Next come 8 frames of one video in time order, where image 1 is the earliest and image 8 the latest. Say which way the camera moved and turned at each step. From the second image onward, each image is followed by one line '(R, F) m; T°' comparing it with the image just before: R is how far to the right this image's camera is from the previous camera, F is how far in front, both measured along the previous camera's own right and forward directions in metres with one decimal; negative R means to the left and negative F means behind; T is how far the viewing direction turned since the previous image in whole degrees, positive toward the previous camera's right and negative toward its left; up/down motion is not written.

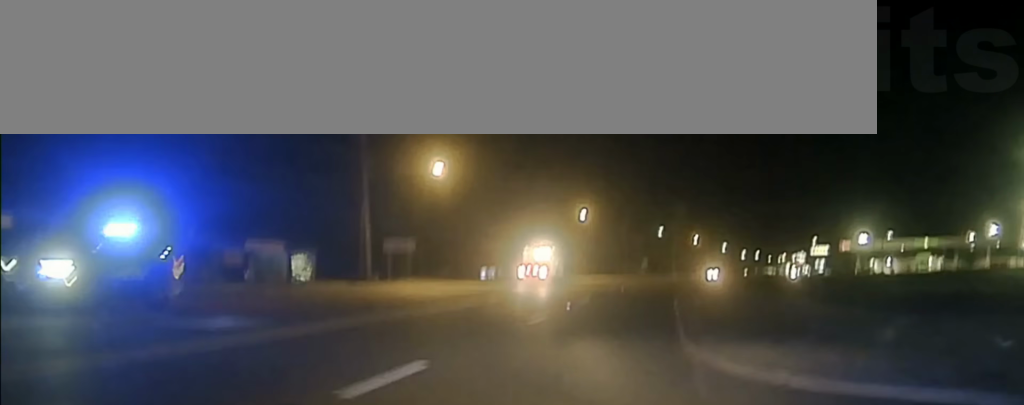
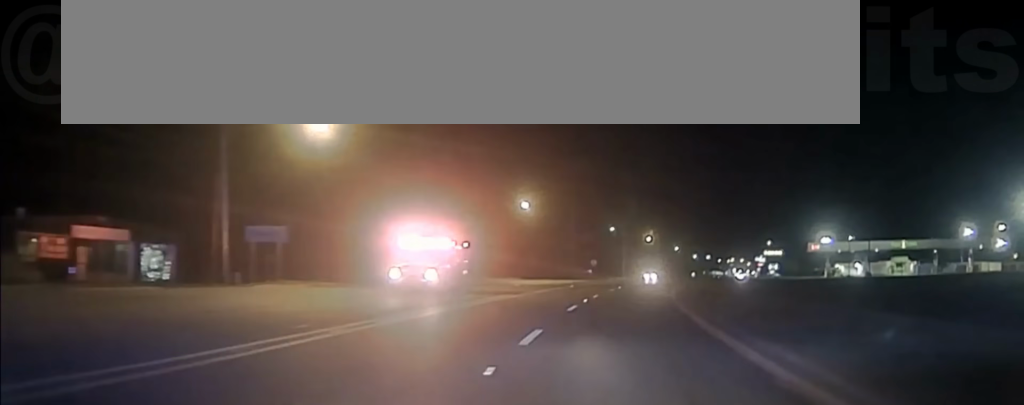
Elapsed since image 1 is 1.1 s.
(+0.1, +14.1) m; +2°
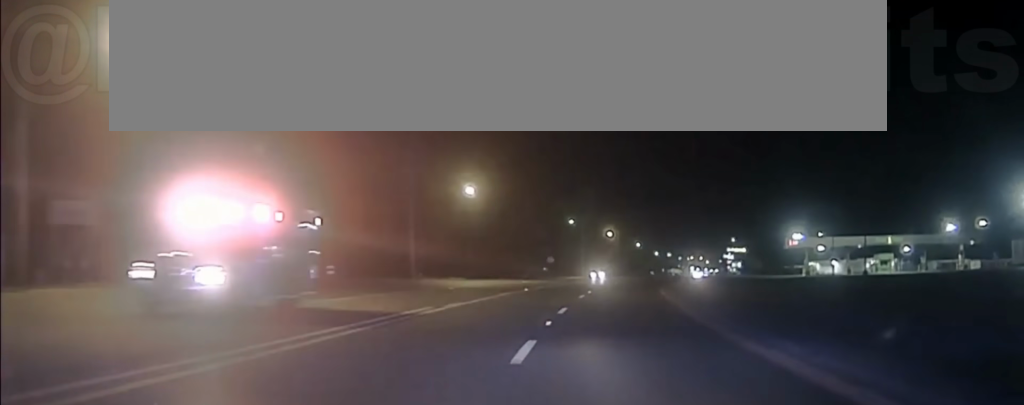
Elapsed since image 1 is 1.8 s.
(+0.3, +13.5) m; +2°
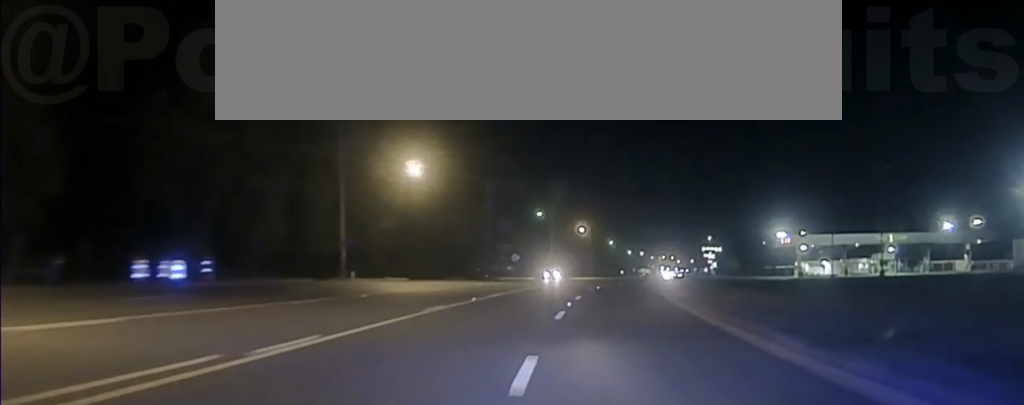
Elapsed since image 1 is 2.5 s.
(+0.3, +14.5) m; +2°
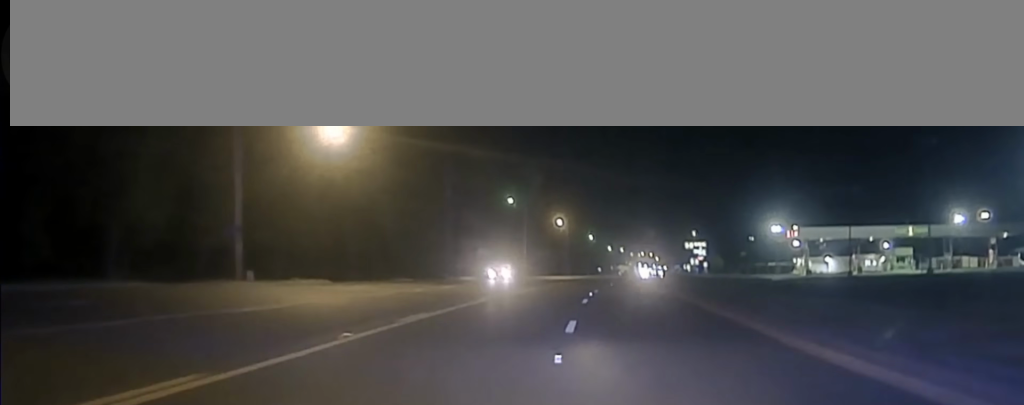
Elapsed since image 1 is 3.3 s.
(+0.3, +17.3) m; +3°
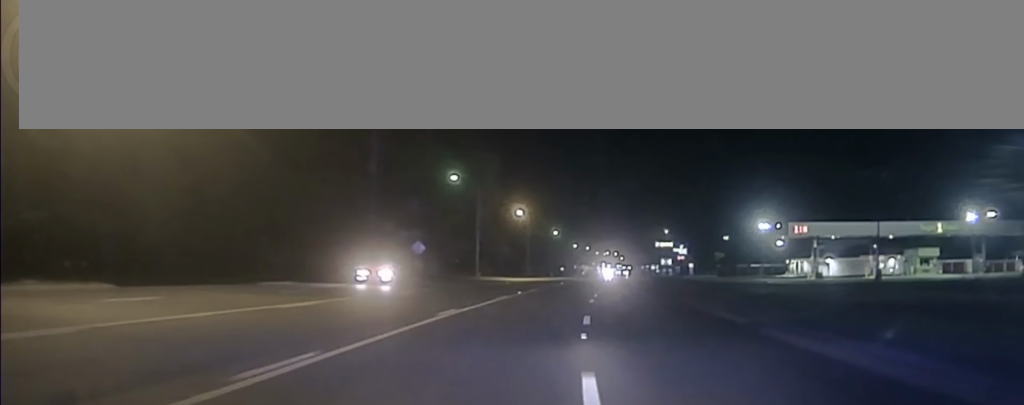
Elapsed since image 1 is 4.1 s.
(+0.5, +23.2) m; +2°
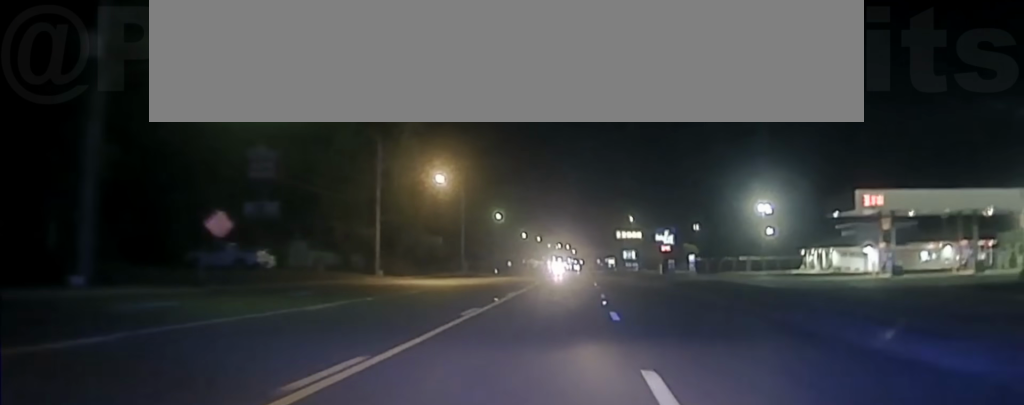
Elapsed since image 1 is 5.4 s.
(+1.2, +35.4) m; +3°
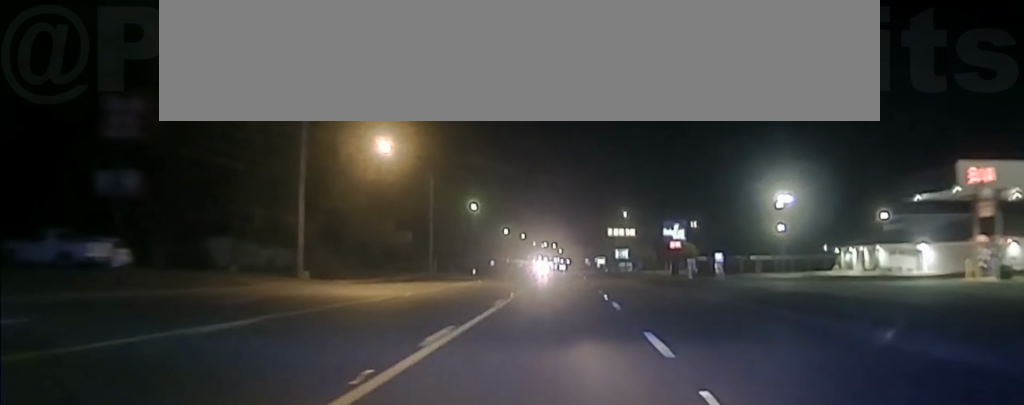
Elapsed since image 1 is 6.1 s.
(+0.3, +17.2) m; +1°
